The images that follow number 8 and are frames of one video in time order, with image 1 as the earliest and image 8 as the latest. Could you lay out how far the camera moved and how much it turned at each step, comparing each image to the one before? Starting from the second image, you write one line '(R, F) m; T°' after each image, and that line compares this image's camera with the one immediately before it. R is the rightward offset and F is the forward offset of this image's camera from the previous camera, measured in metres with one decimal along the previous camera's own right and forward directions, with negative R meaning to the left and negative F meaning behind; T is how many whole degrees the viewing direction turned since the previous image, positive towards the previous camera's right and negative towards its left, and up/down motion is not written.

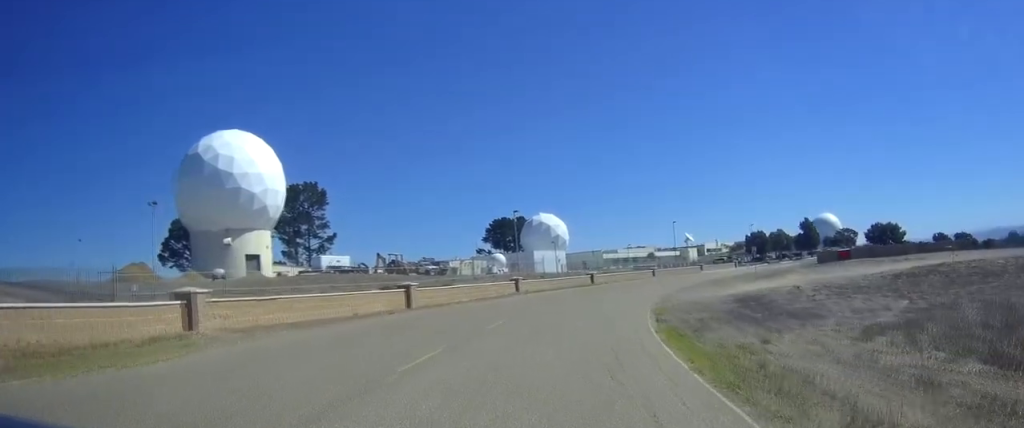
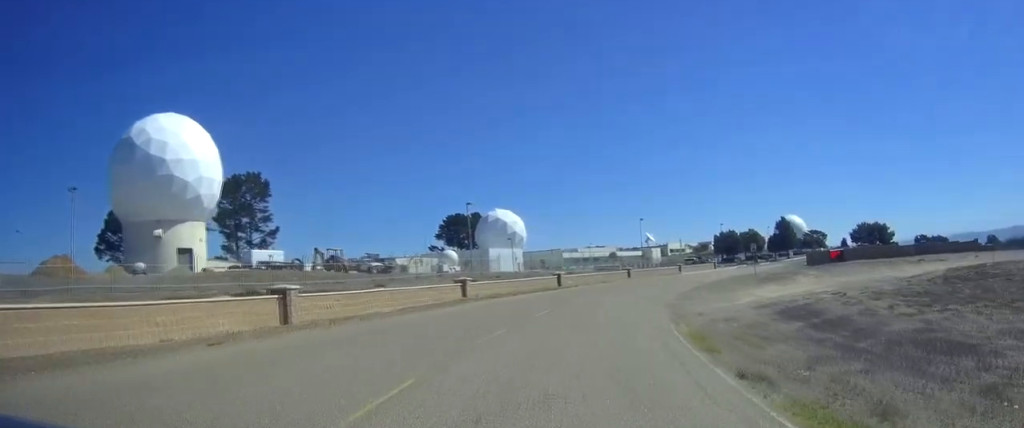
(-0.1, +10.1) m; +3°
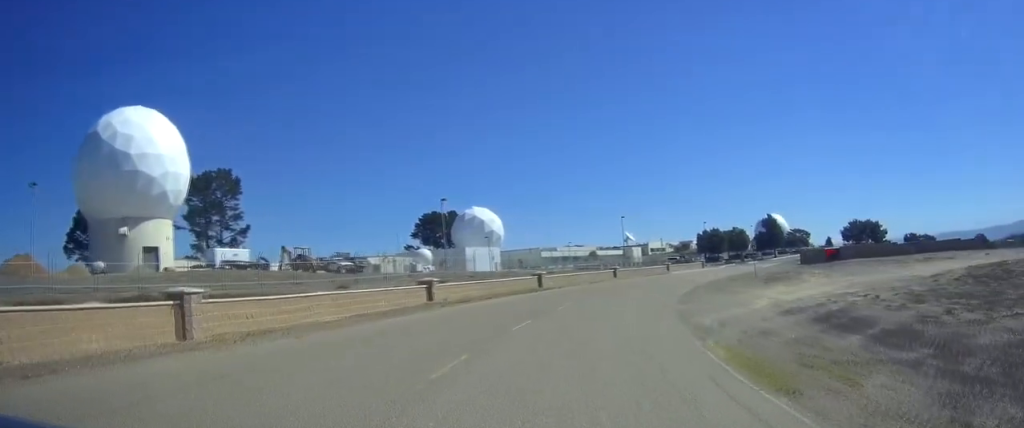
(+0.2, +4.4) m; +5°
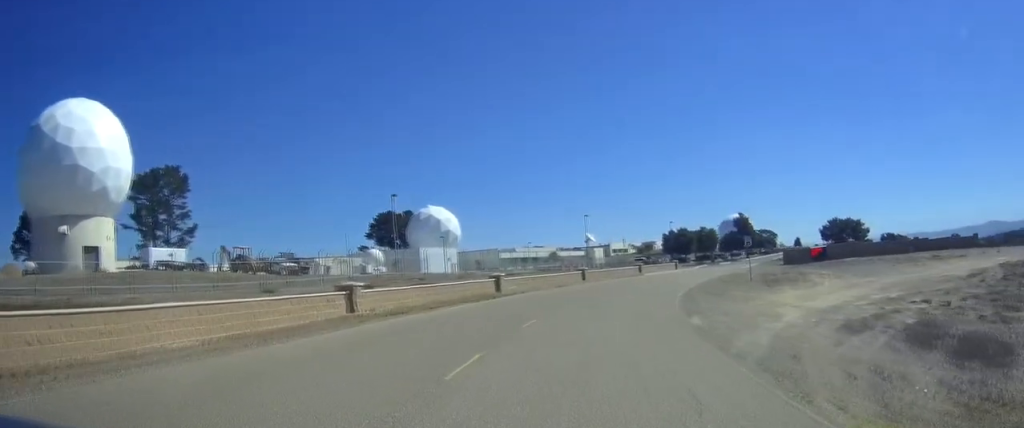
(+0.4, +6.5) m; +5°
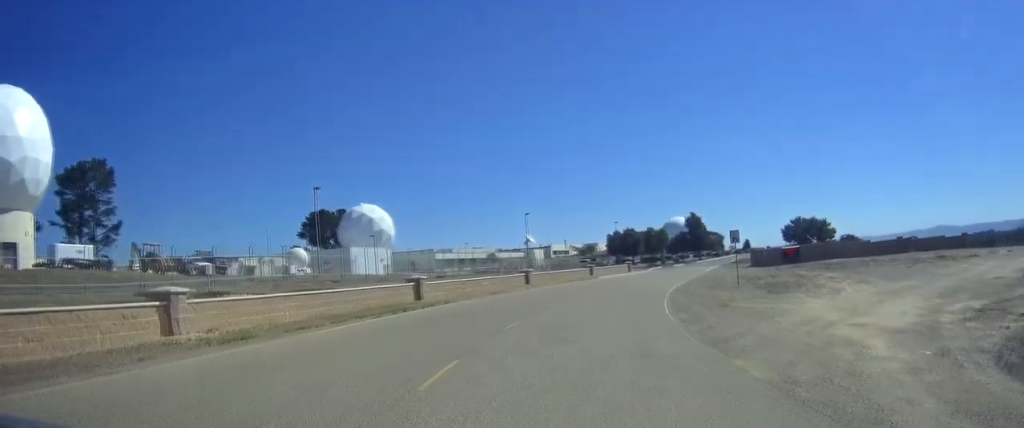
(+0.3, +7.6) m; +4°
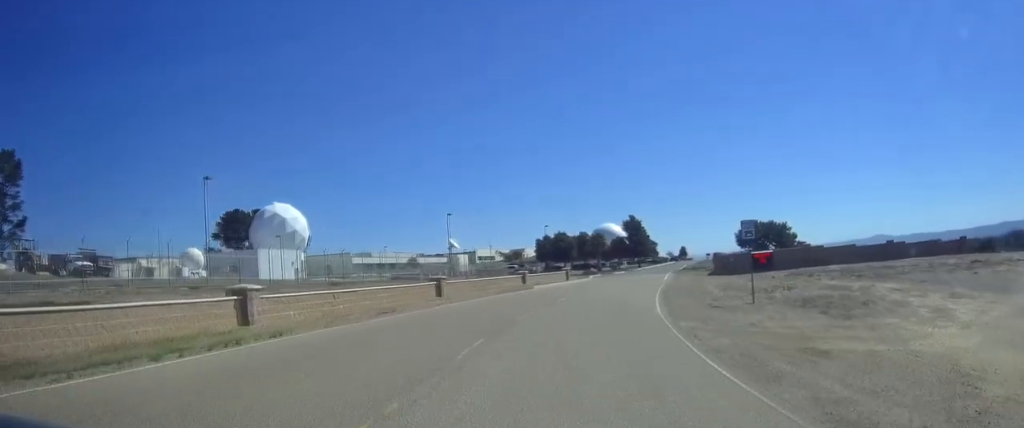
(+0.4, +10.4) m; +7°
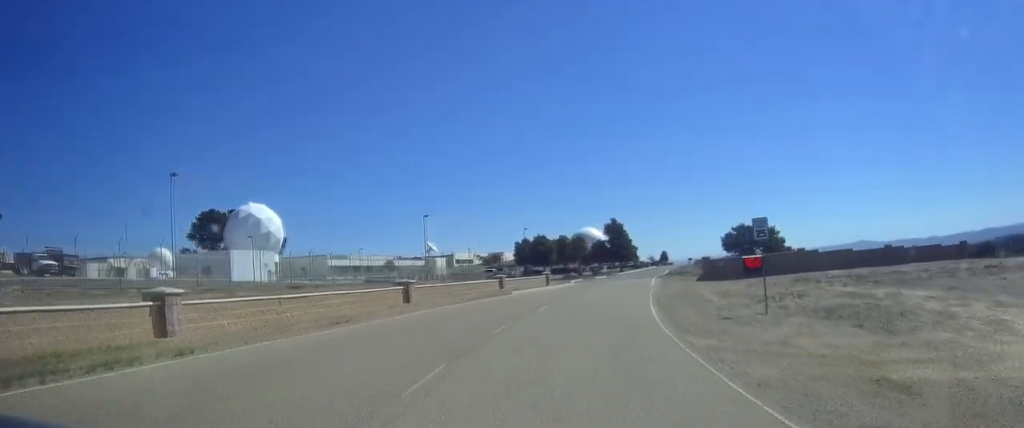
(+0.2, +2.9) m; +2°
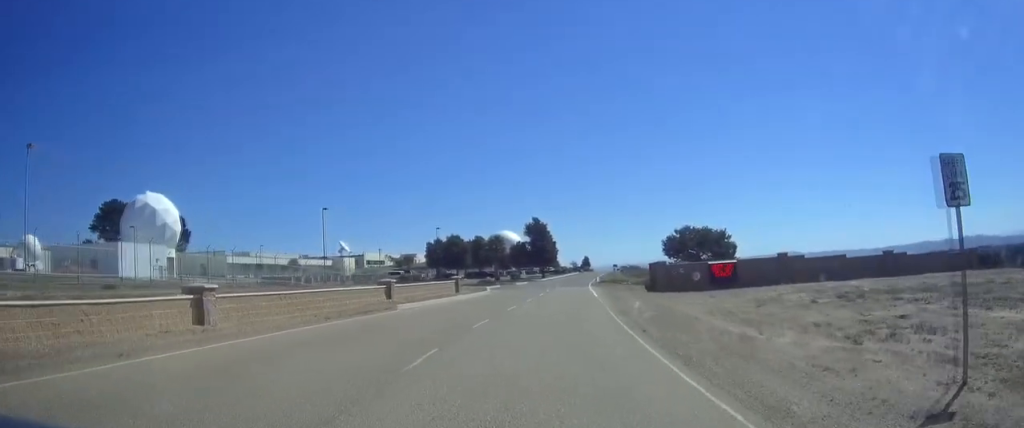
(+0.8, +12.0) m; +7°
